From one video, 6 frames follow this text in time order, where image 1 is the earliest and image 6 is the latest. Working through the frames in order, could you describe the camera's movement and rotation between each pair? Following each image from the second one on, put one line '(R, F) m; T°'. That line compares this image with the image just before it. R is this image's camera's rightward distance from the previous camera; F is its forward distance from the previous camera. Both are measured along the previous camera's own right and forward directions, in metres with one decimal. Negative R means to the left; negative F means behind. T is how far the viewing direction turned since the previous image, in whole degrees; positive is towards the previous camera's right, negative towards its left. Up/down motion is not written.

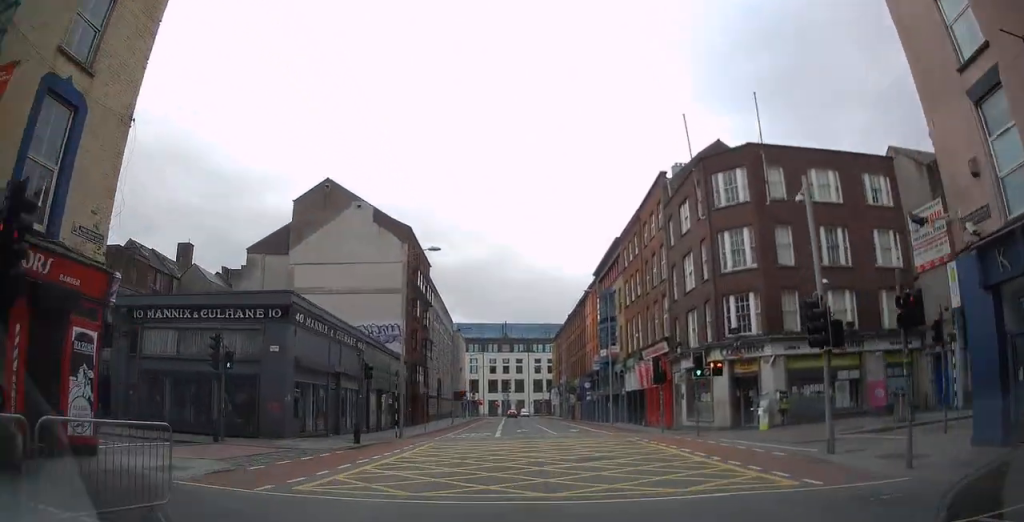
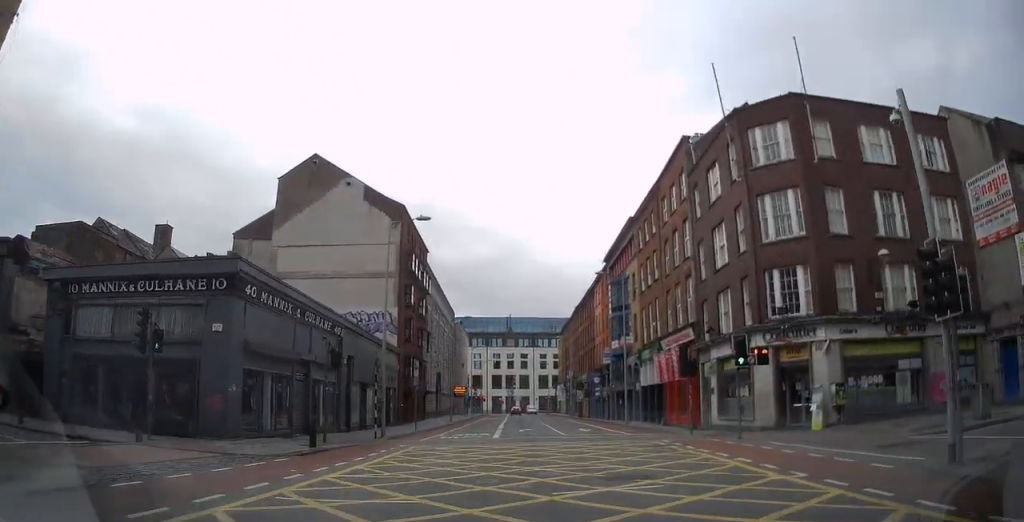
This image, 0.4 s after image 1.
(0.0, +5.3) m; 0°
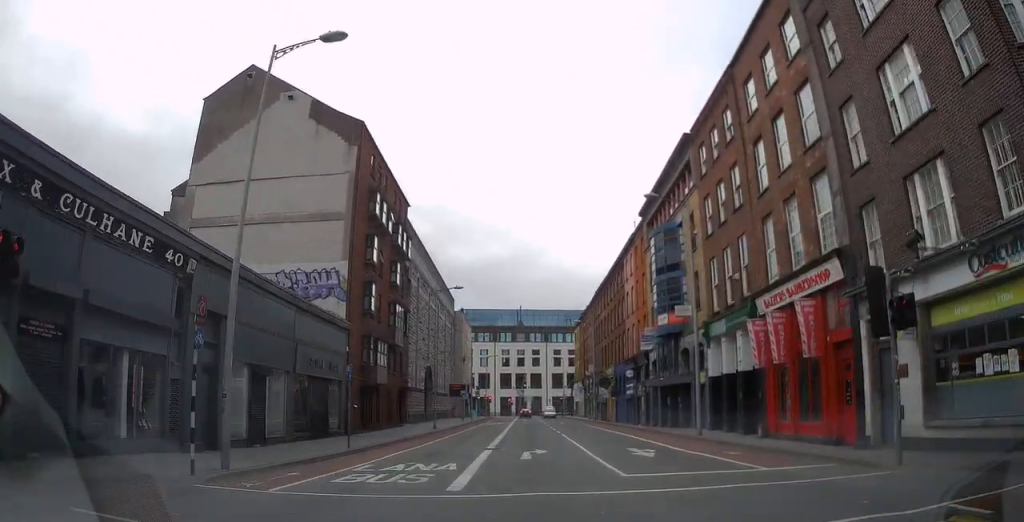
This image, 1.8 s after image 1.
(0.0, +16.0) m; +2°
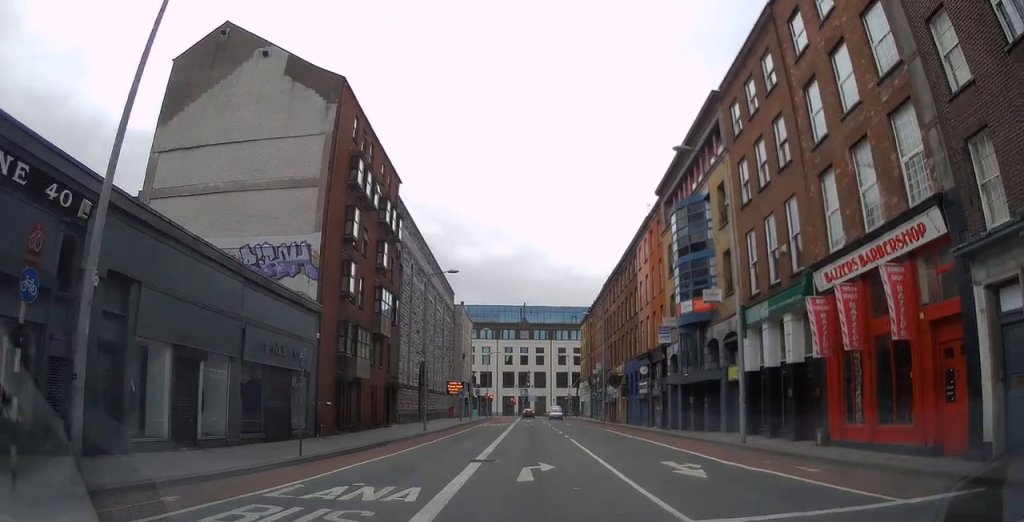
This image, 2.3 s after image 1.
(+0.2, +5.1) m; +1°
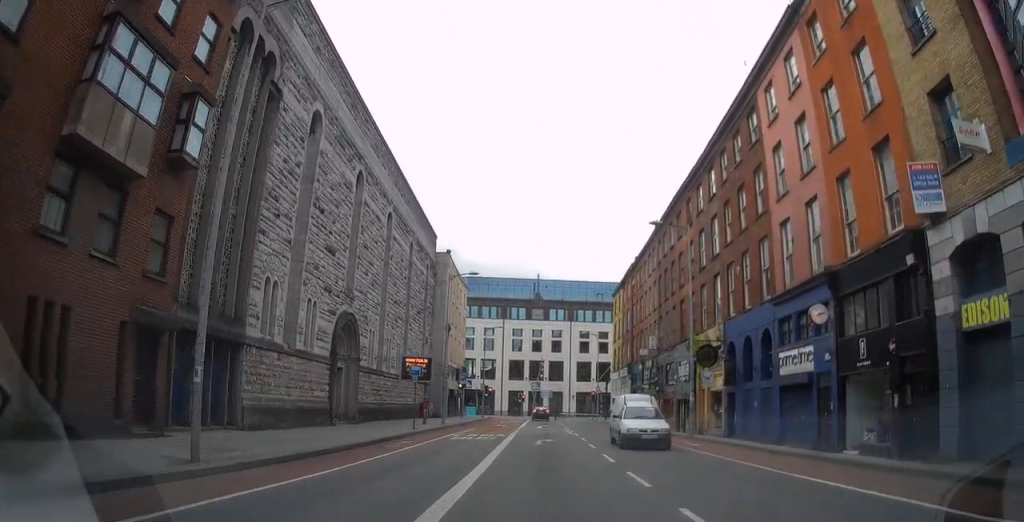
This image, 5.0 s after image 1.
(+0.5, +27.5) m; +2°
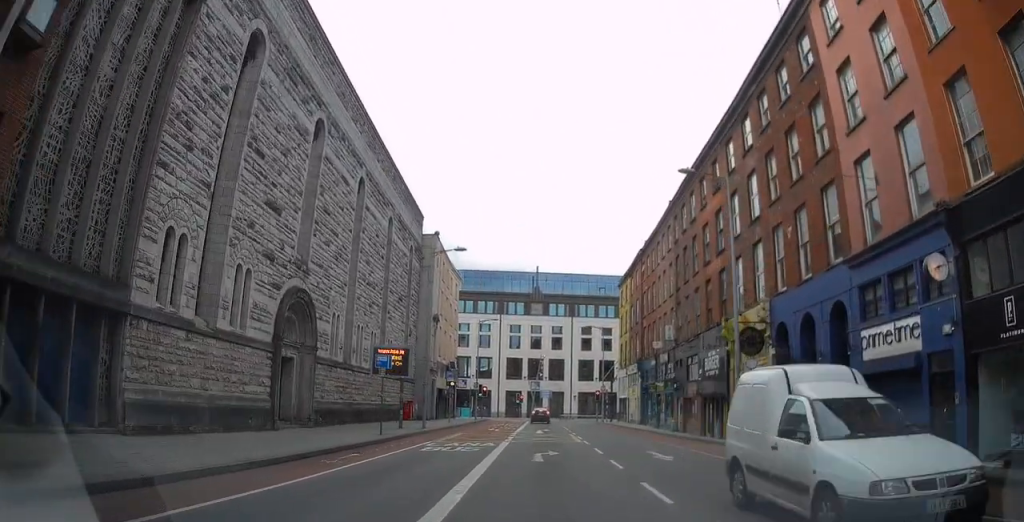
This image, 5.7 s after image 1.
(+0.2, +6.7) m; -1°
